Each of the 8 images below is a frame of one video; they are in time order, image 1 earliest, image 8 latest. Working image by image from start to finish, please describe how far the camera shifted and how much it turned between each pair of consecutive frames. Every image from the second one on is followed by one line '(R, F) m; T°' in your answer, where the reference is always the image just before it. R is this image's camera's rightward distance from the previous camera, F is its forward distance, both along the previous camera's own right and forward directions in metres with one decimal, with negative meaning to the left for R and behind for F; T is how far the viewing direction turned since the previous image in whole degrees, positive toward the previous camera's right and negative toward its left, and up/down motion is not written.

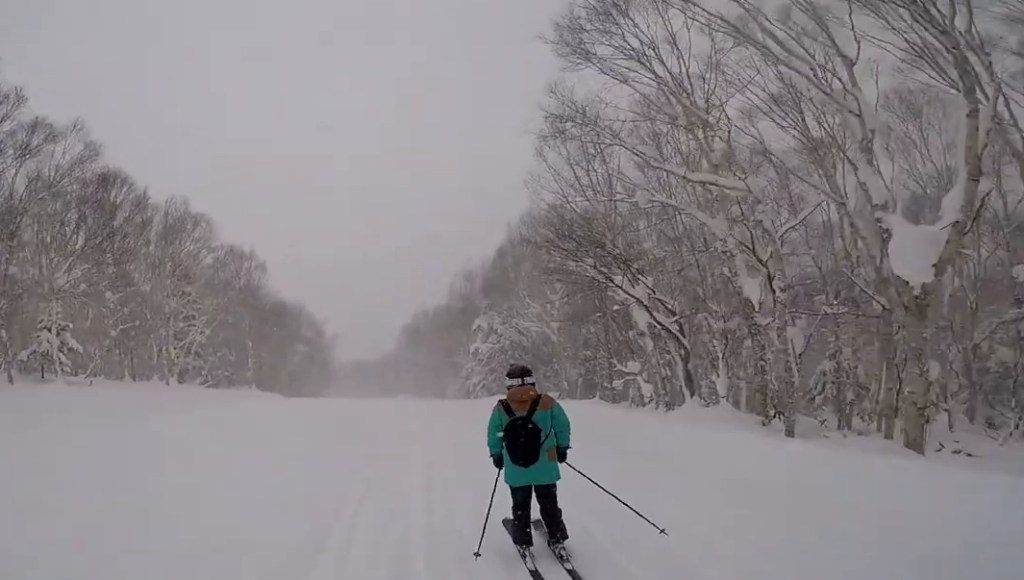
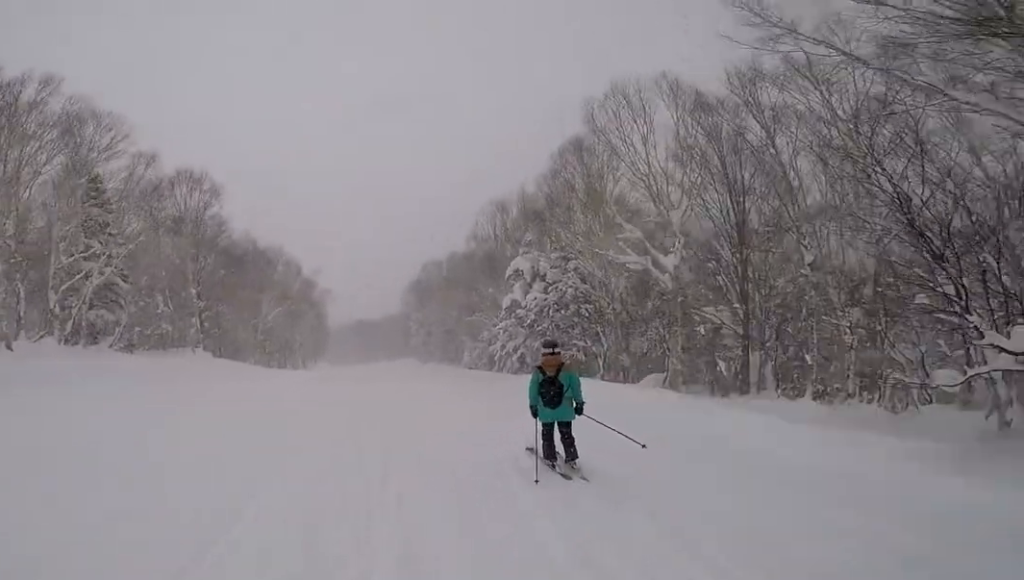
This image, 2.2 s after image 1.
(0.0, +11.9) m; 0°
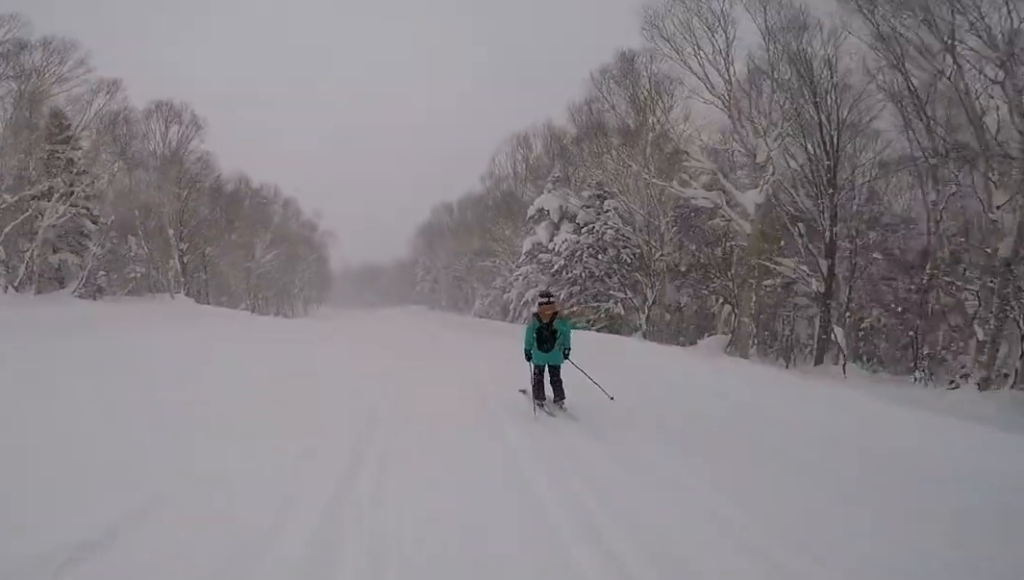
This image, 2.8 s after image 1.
(0.0, +3.4) m; 0°
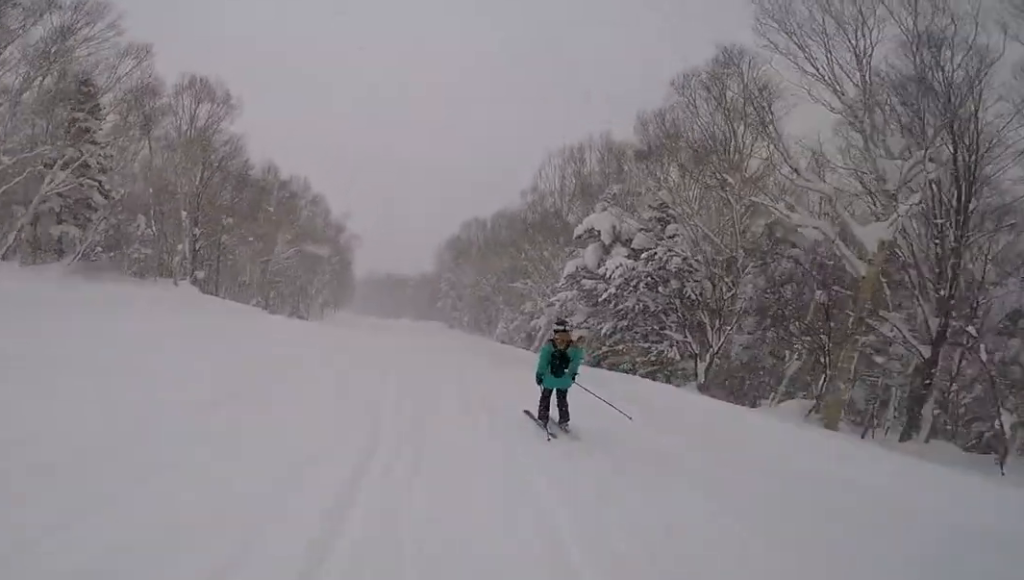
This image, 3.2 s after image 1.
(0.0, +2.6) m; 0°
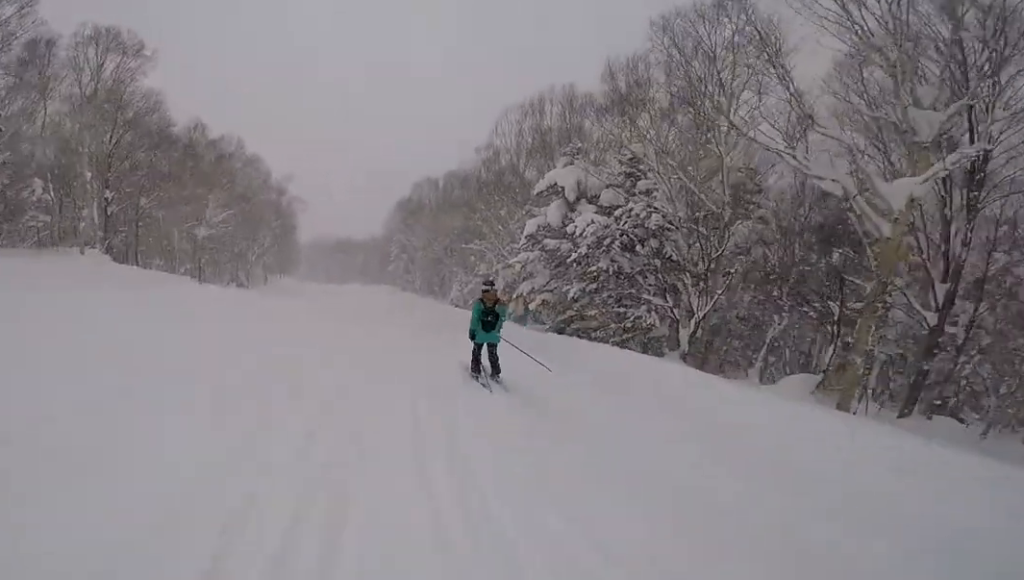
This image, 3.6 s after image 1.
(0.0, +2.4) m; 0°
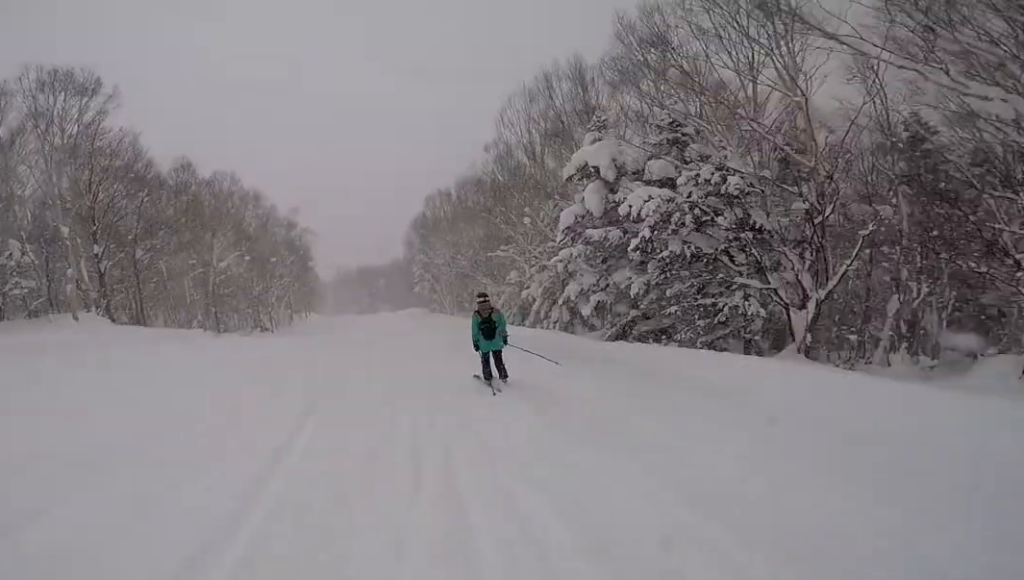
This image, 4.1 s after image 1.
(0.0, +2.9) m; -2°
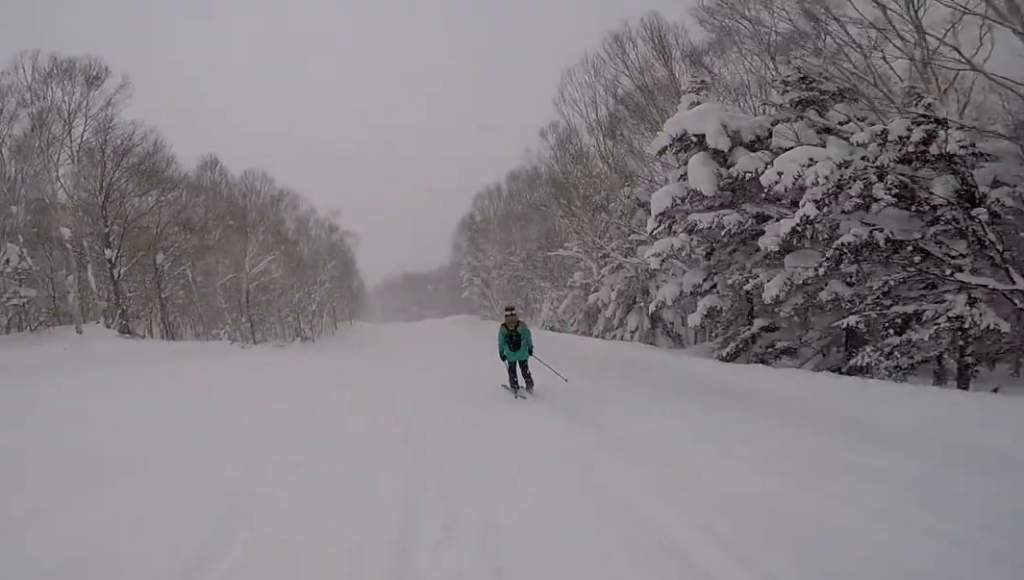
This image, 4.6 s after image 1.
(0.0, +3.4) m; -7°
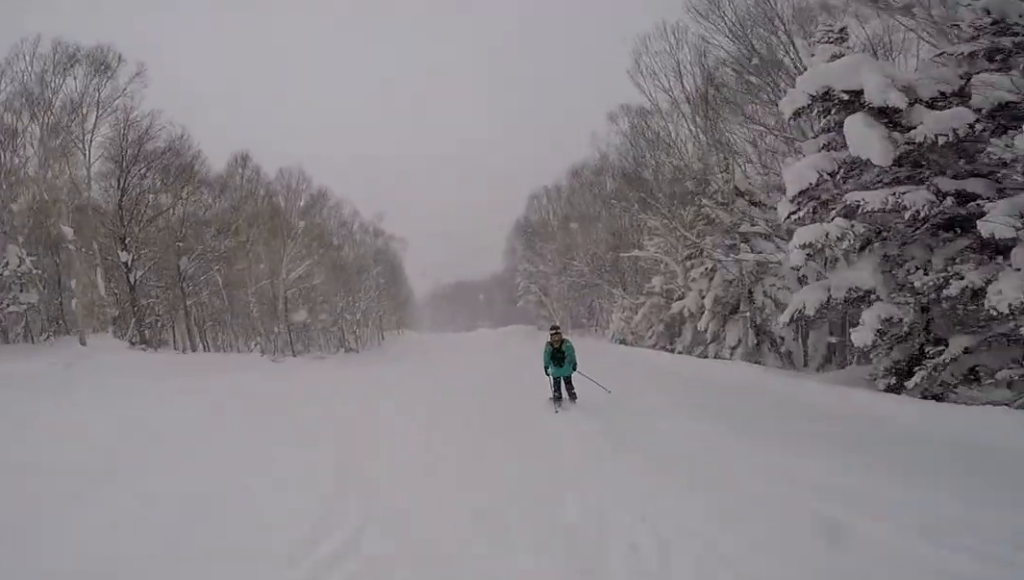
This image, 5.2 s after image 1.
(-0.1, +3.1) m; -7°
